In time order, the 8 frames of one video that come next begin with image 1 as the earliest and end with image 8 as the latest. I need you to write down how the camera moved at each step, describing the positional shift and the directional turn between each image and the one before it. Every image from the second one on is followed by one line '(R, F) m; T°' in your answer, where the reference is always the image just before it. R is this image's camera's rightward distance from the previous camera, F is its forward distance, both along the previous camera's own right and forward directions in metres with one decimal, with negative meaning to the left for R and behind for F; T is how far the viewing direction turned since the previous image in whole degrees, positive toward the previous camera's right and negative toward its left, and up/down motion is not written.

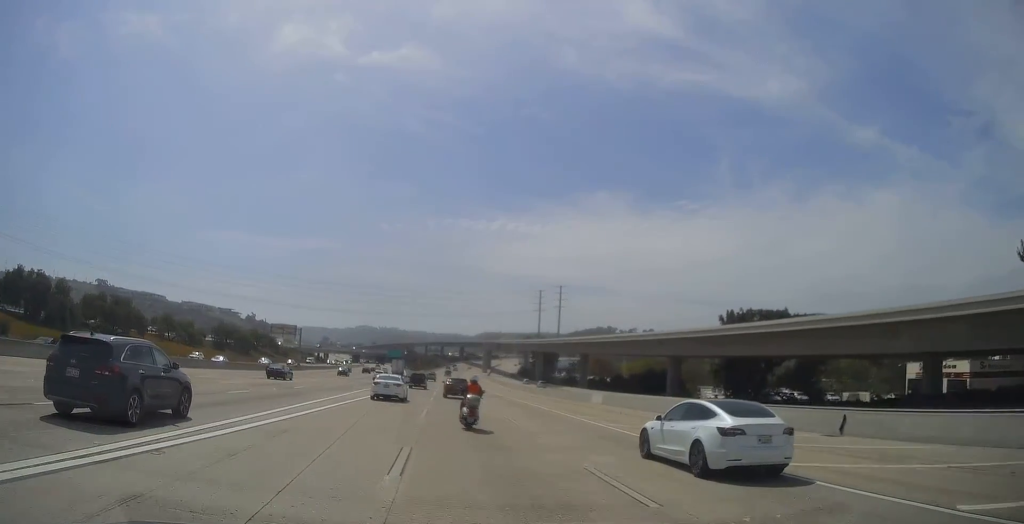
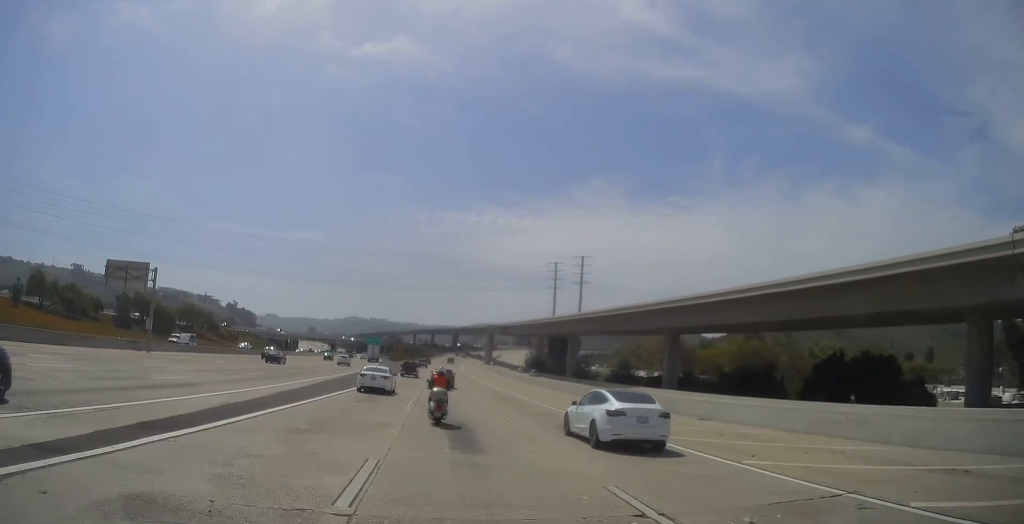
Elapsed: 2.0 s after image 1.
(+0.7, +61.2) m; +1°
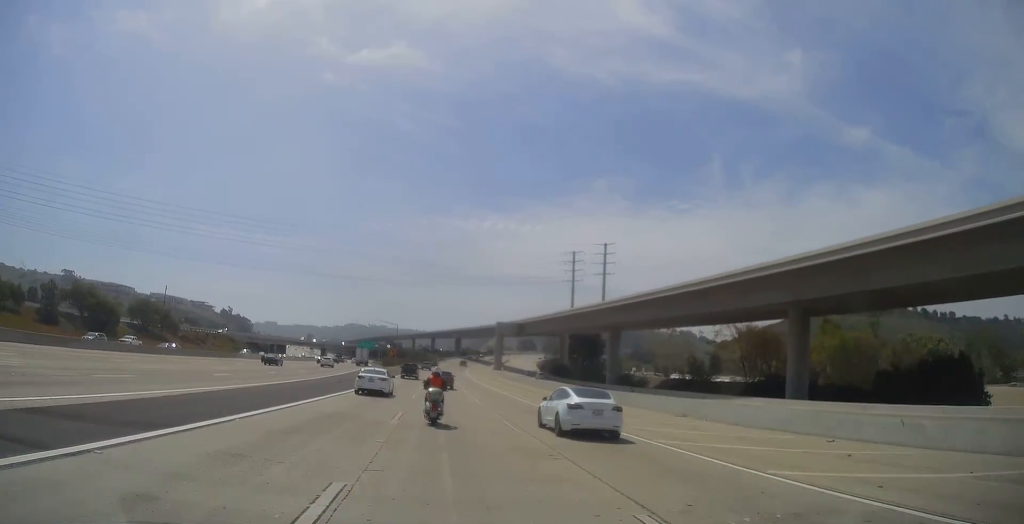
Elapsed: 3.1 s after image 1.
(-0.1, +32.4) m; 0°
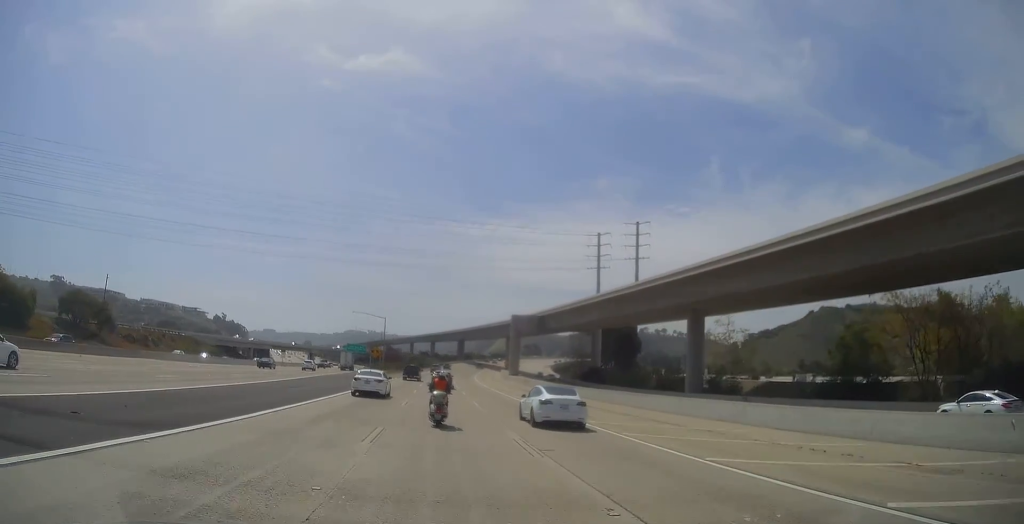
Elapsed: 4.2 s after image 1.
(0.0, +34.6) m; 0°
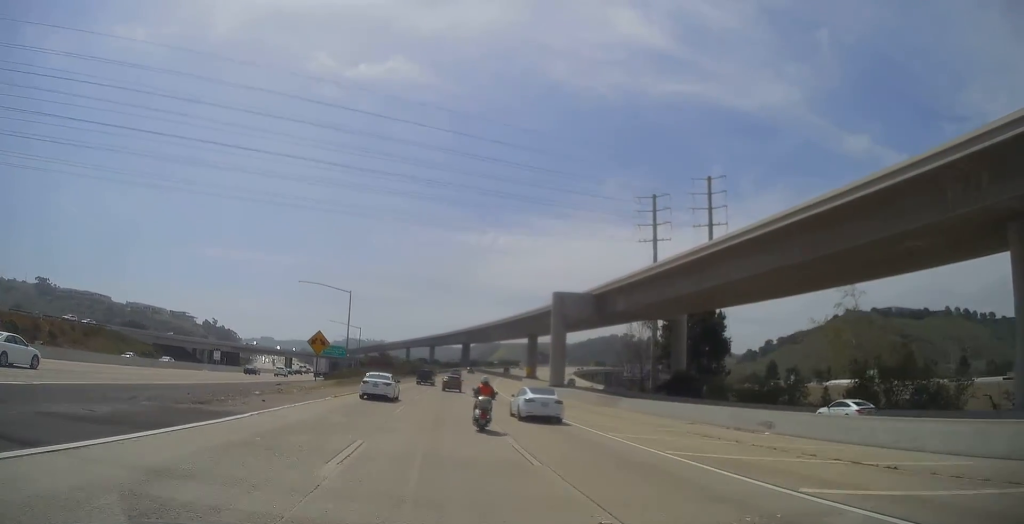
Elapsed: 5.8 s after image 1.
(-0.1, +46.8) m; 0°
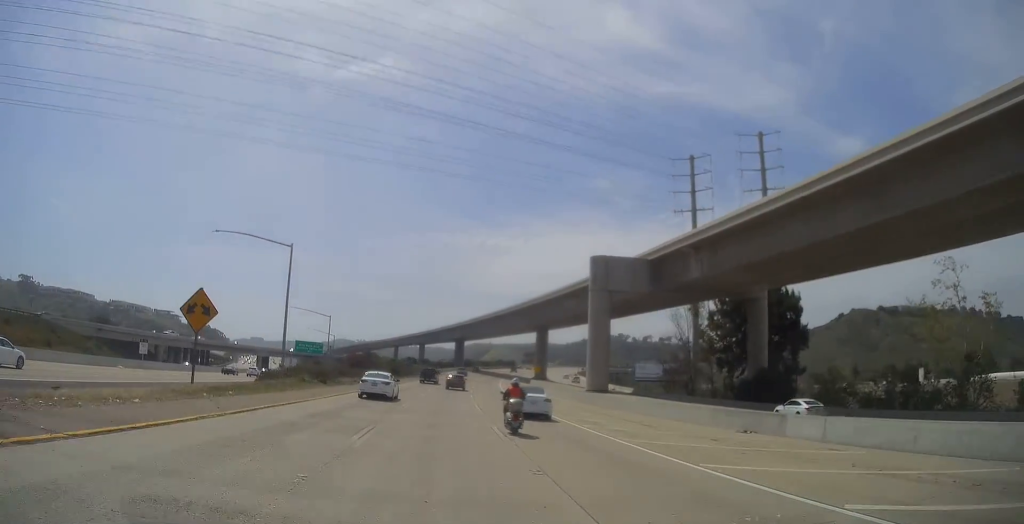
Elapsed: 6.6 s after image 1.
(+0.1, +25.0) m; +1°
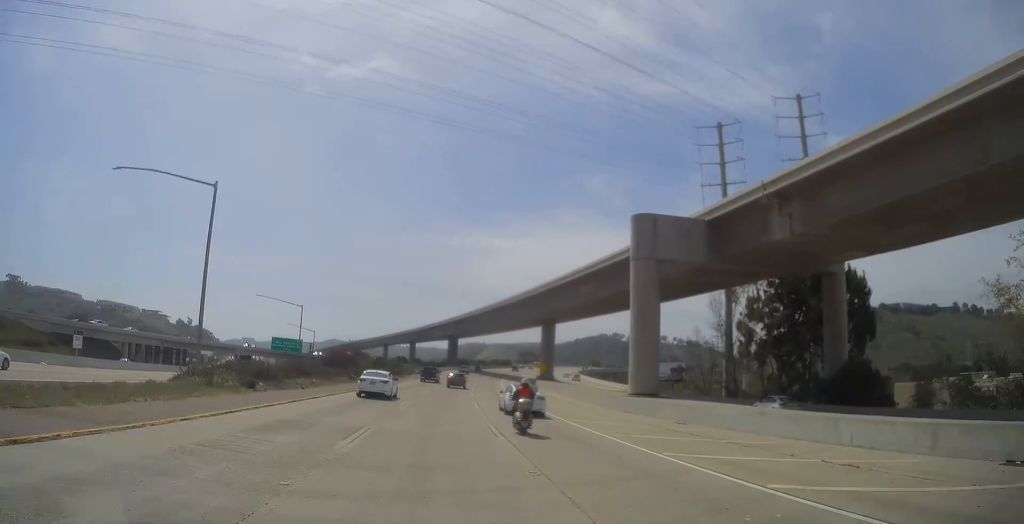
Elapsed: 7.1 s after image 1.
(+0.1, +15.2) m; +1°
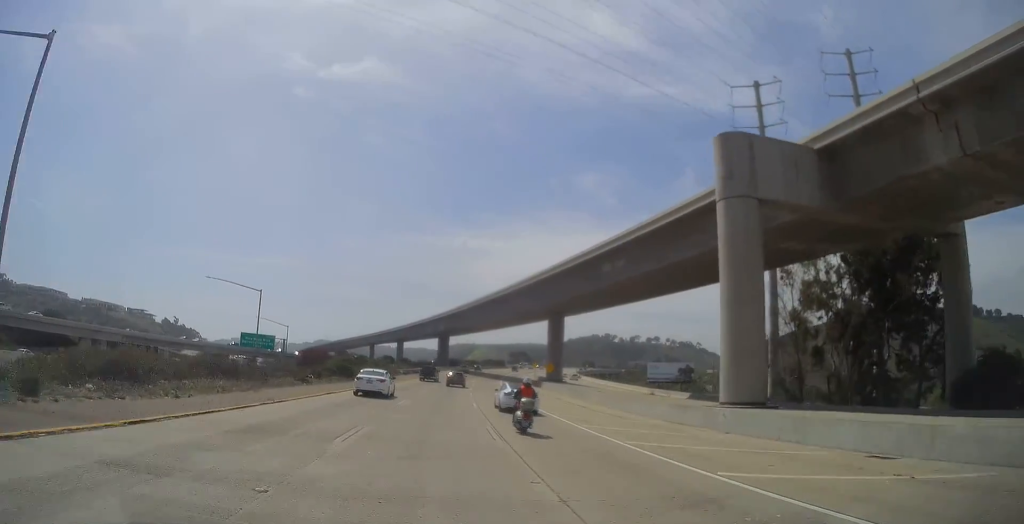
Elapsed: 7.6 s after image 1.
(-0.1, +15.7) m; +1°
